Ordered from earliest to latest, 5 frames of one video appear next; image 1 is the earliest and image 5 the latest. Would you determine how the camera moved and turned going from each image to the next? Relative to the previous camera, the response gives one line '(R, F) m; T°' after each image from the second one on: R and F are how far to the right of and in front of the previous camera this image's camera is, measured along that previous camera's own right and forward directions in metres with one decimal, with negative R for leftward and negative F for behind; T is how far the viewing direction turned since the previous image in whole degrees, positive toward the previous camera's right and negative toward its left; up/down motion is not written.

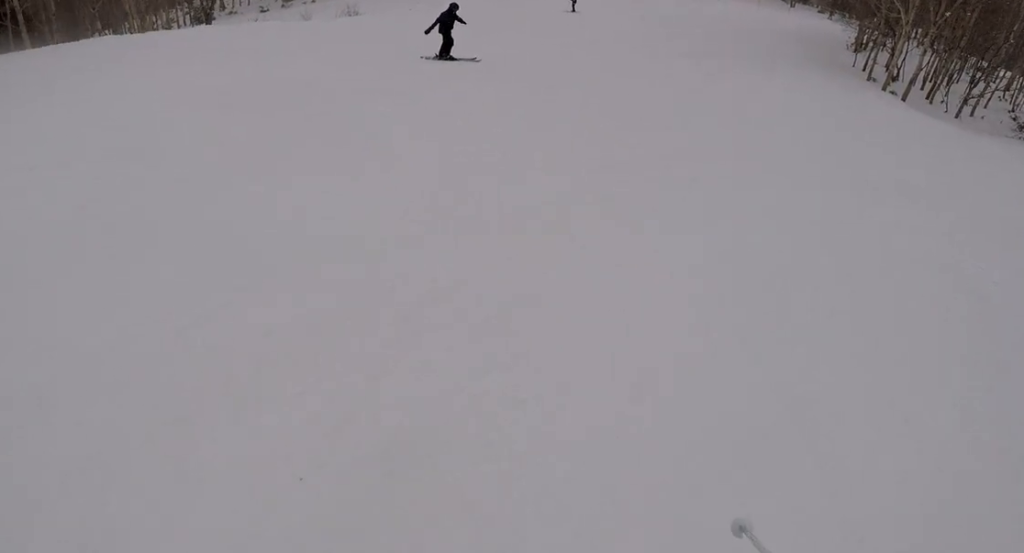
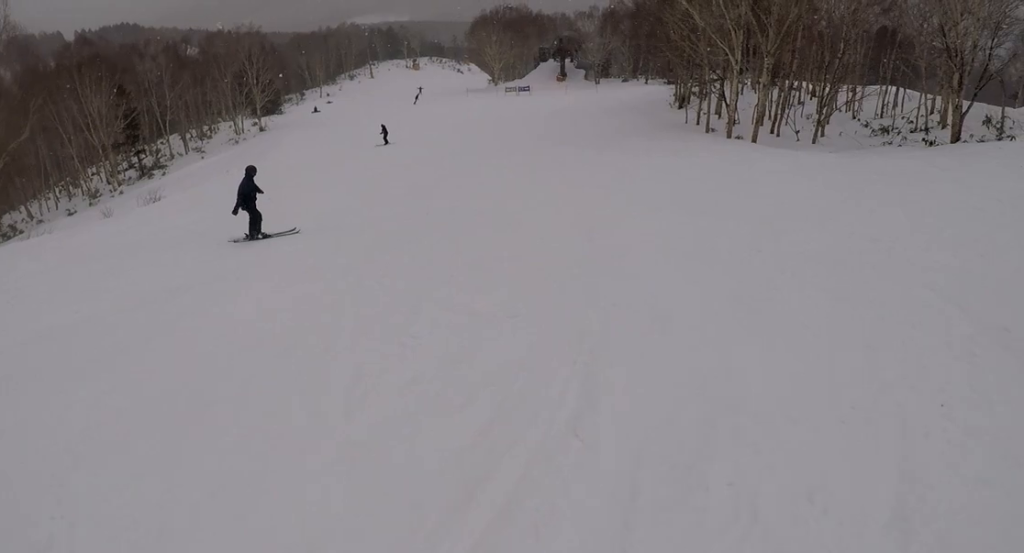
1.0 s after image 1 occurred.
(-0.4, +4.1) m; +9°
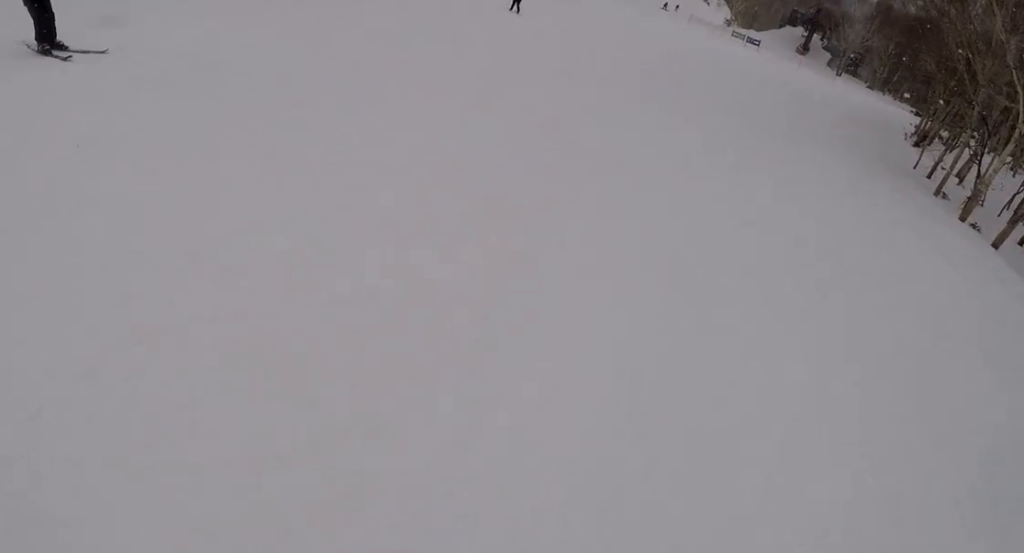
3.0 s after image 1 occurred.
(+2.7, +9.6) m; -2°
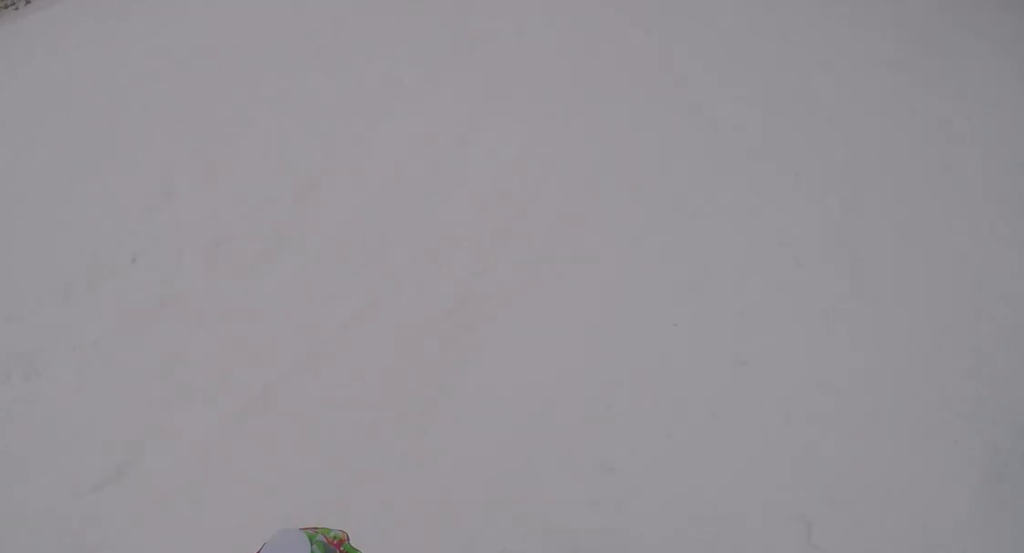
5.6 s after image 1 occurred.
(-4.3, +14.5) m; -8°
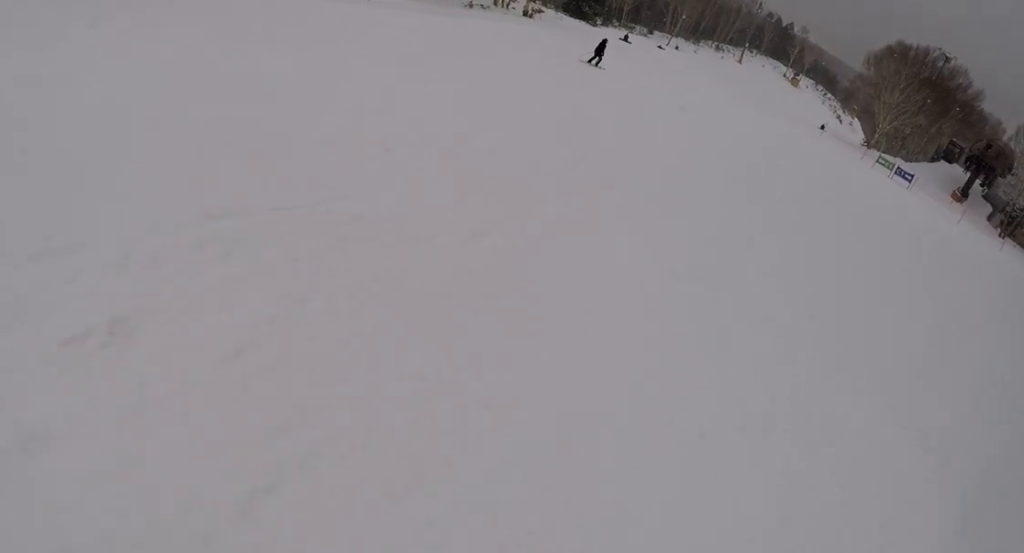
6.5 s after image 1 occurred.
(+0.6, +5.6) m; -5°
